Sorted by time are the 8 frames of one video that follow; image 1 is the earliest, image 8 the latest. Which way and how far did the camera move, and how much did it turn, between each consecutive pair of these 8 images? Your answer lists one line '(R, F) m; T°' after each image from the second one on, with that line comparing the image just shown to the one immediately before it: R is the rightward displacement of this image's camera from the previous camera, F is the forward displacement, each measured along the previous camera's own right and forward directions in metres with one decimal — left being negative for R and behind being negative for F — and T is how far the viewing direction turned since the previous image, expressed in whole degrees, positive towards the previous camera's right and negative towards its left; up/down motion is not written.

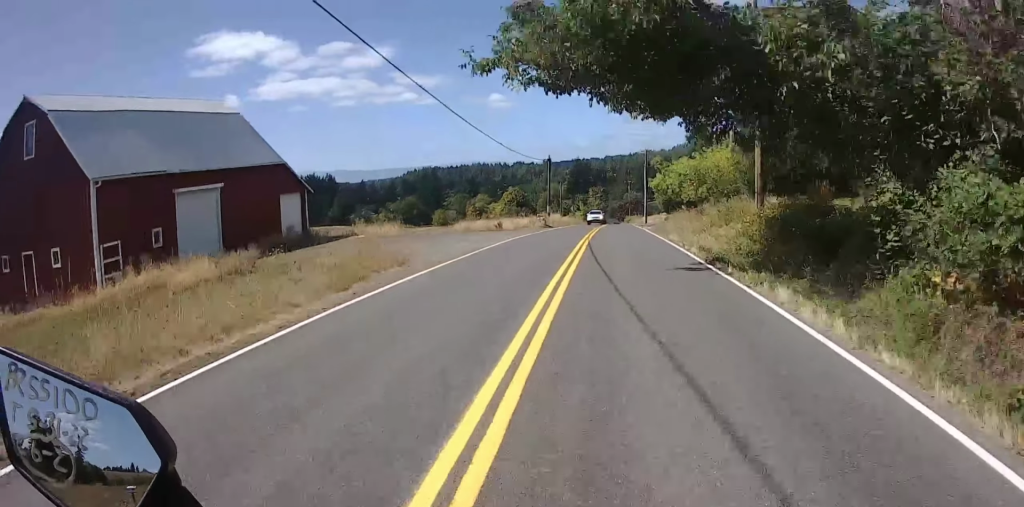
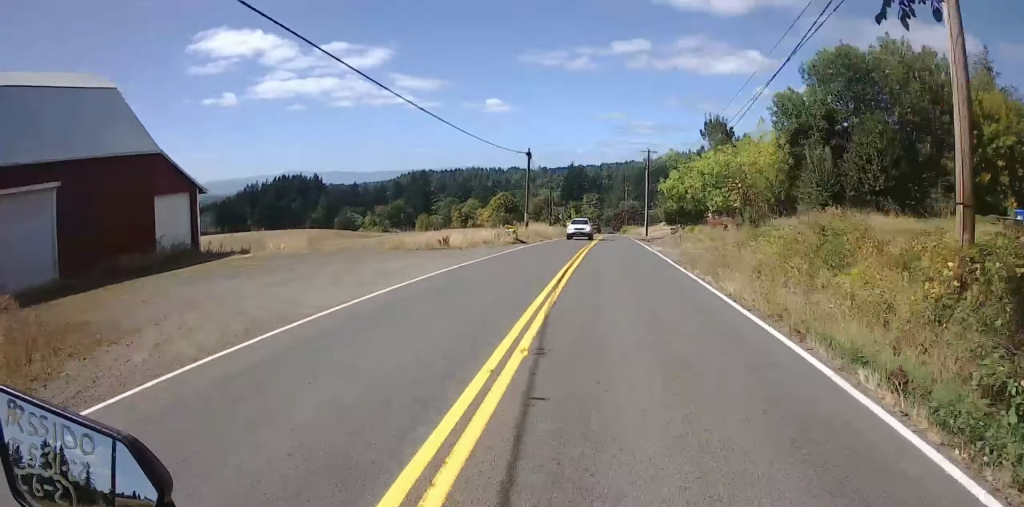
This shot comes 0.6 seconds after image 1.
(-0.1, +13.0) m; -1°
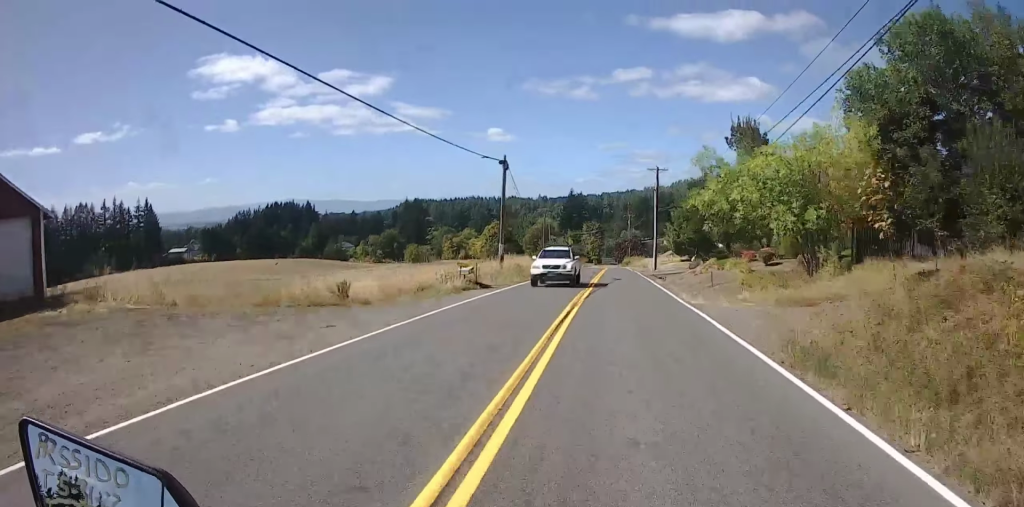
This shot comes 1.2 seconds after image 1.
(-0.4, +12.0) m; +1°
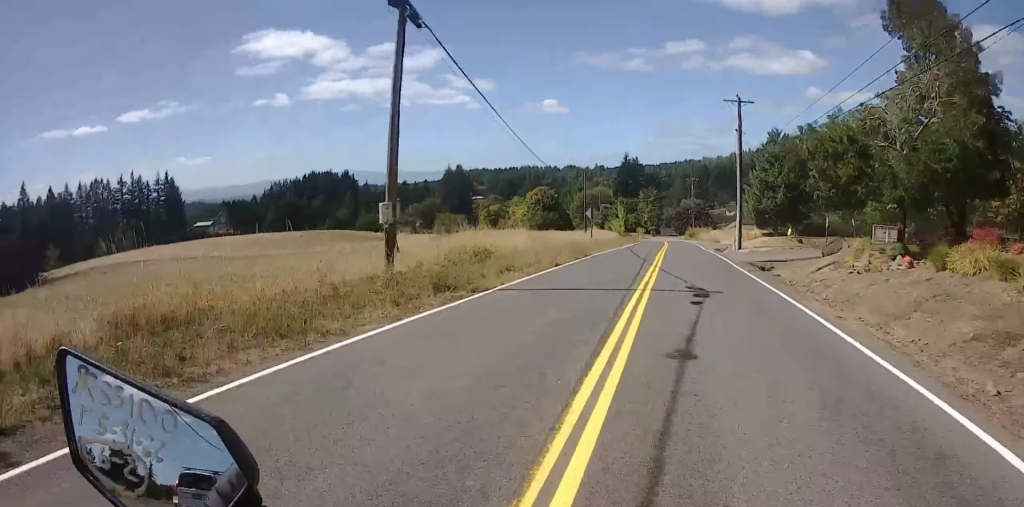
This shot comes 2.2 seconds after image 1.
(+0.9, +22.4) m; +2°
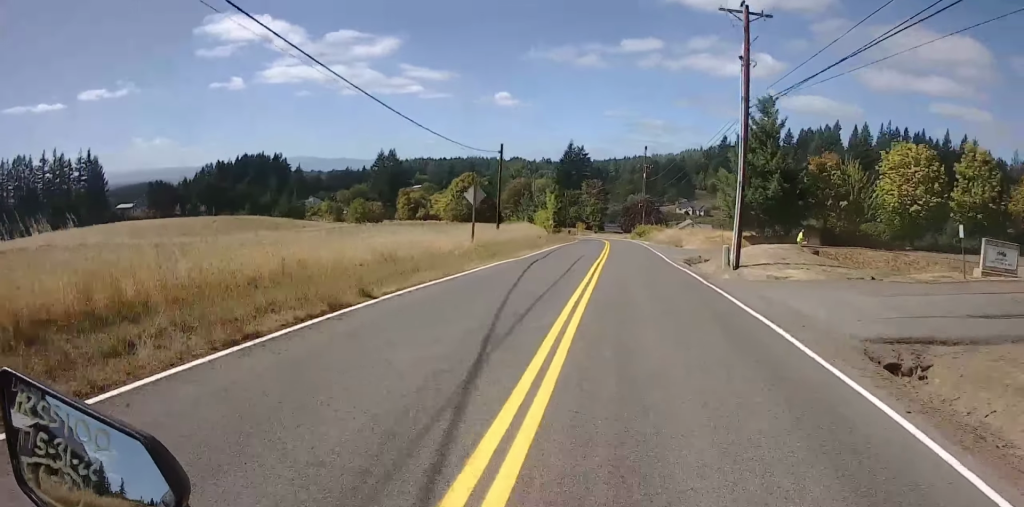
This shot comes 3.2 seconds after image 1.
(-0.1, +21.9) m; 0°
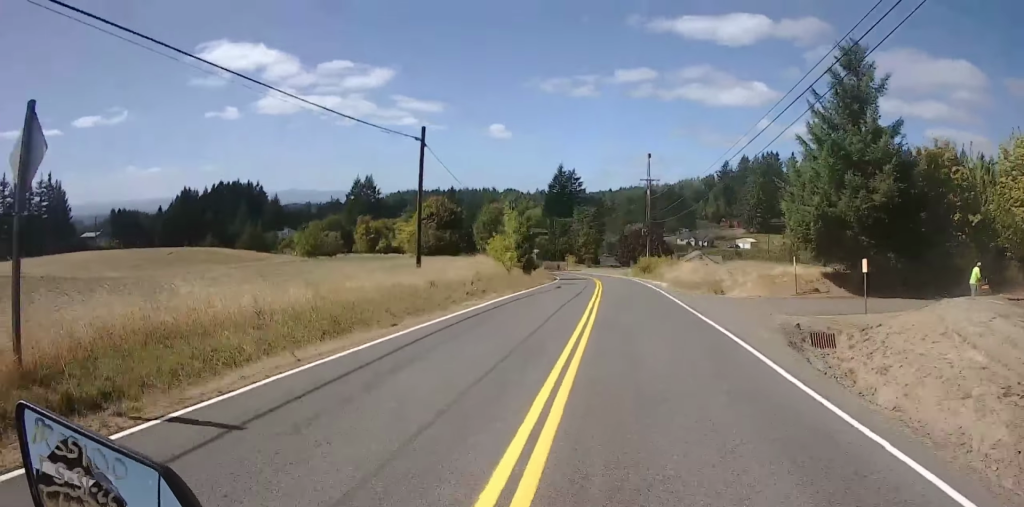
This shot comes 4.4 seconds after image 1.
(-0.1, +24.4) m; 0°
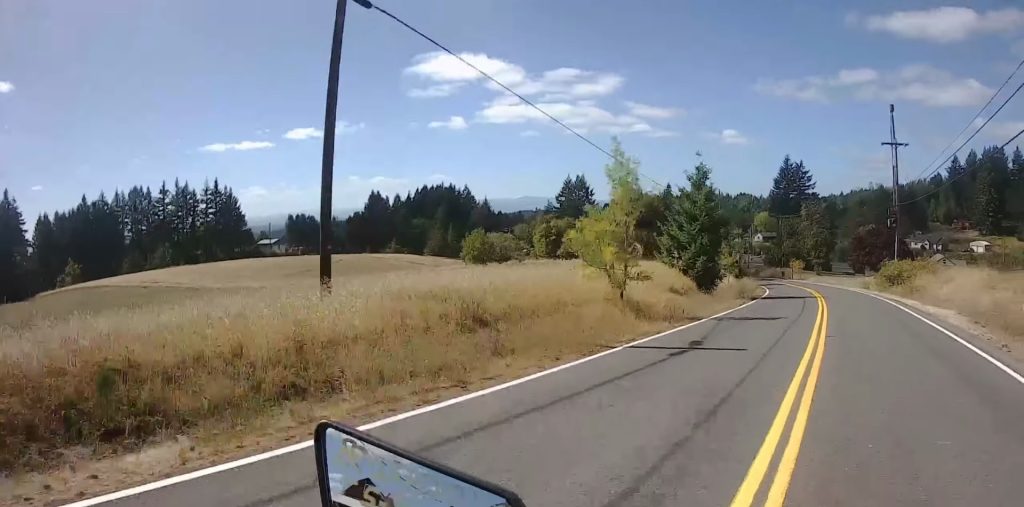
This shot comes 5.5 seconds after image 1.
(-0.1, +24.8) m; -1°
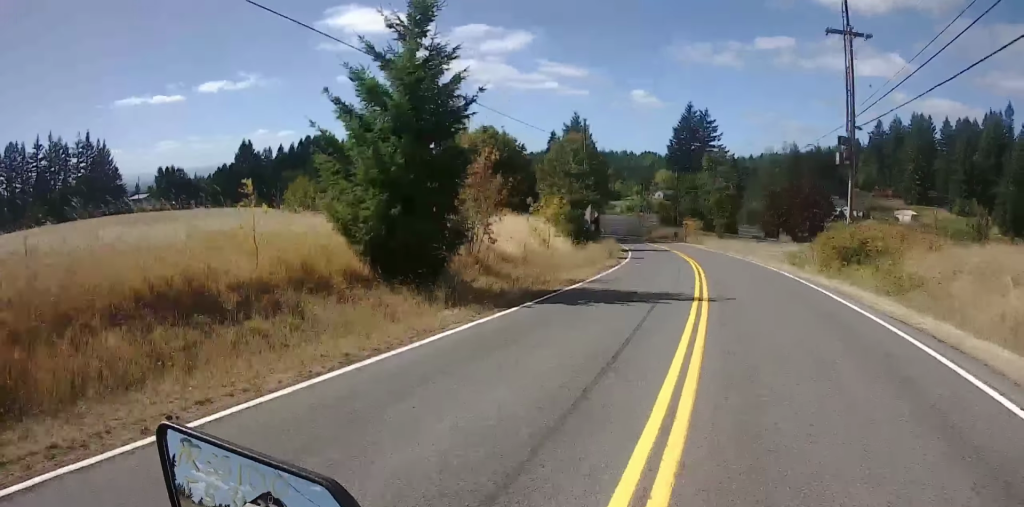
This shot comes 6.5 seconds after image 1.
(-0.2, +21.2) m; 0°
